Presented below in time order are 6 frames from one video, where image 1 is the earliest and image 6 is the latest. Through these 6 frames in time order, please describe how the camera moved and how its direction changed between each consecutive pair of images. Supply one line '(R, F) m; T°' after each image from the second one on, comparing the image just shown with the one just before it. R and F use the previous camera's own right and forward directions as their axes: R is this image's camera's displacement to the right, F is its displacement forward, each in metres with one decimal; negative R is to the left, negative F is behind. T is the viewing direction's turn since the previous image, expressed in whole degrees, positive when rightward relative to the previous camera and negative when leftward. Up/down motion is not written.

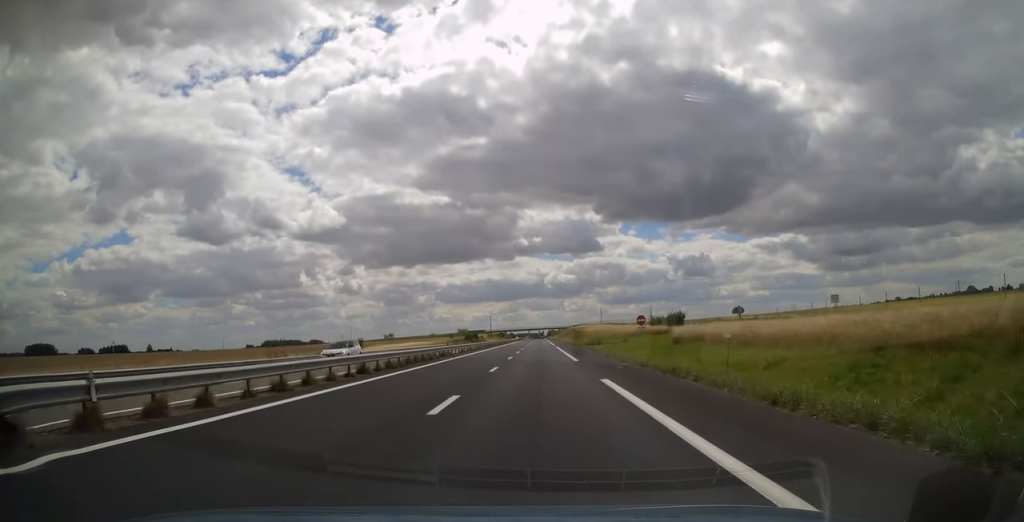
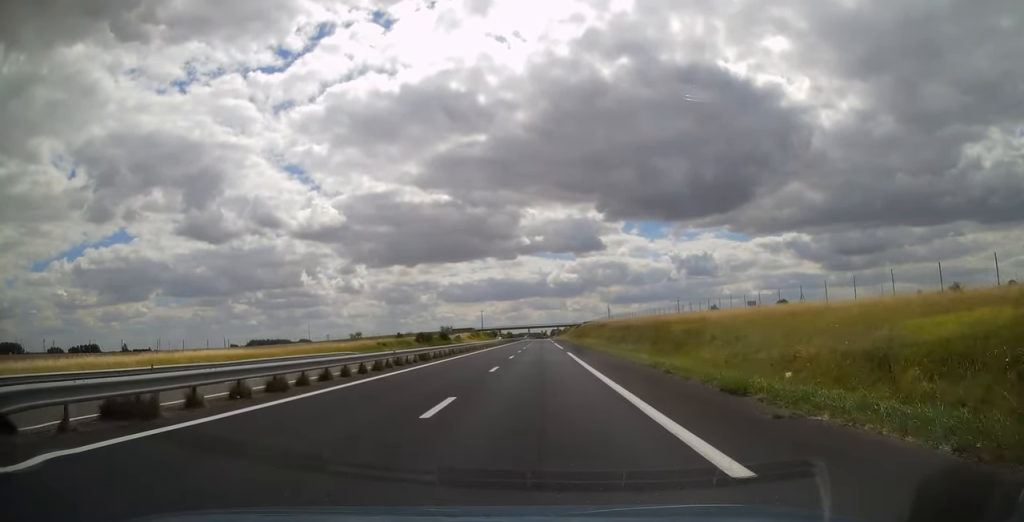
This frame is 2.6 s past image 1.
(-0.1, +76.1) m; 0°
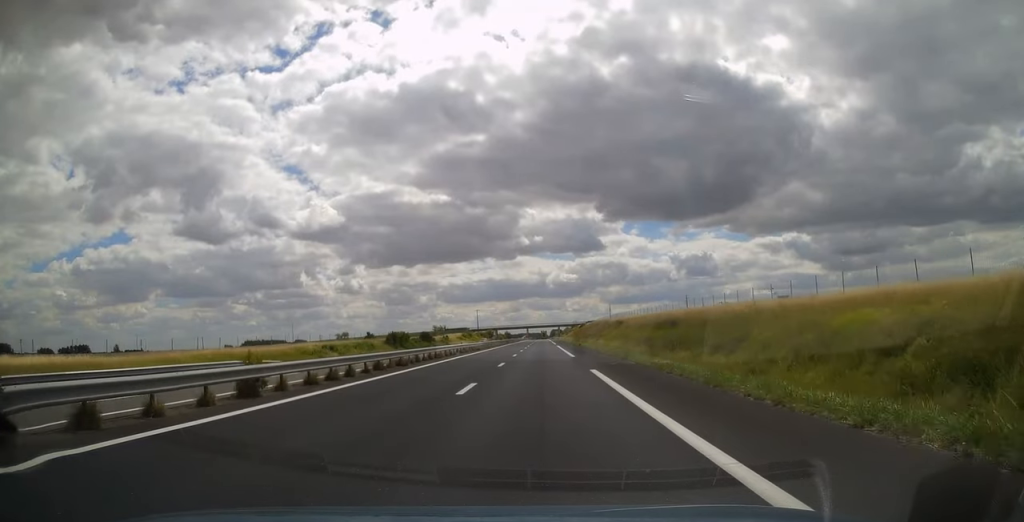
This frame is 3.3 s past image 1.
(0.0, +21.5) m; 0°
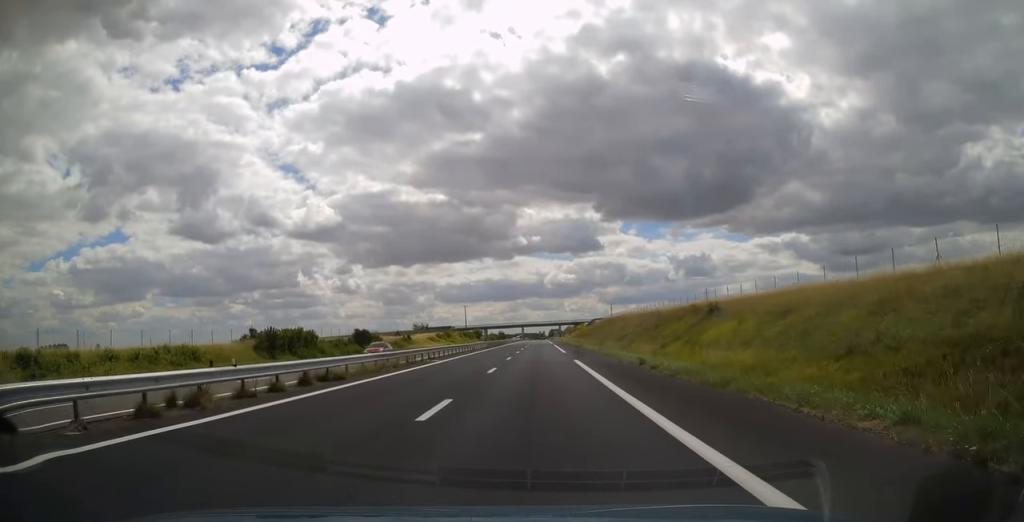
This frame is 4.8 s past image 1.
(0.0, +42.0) m; 0°
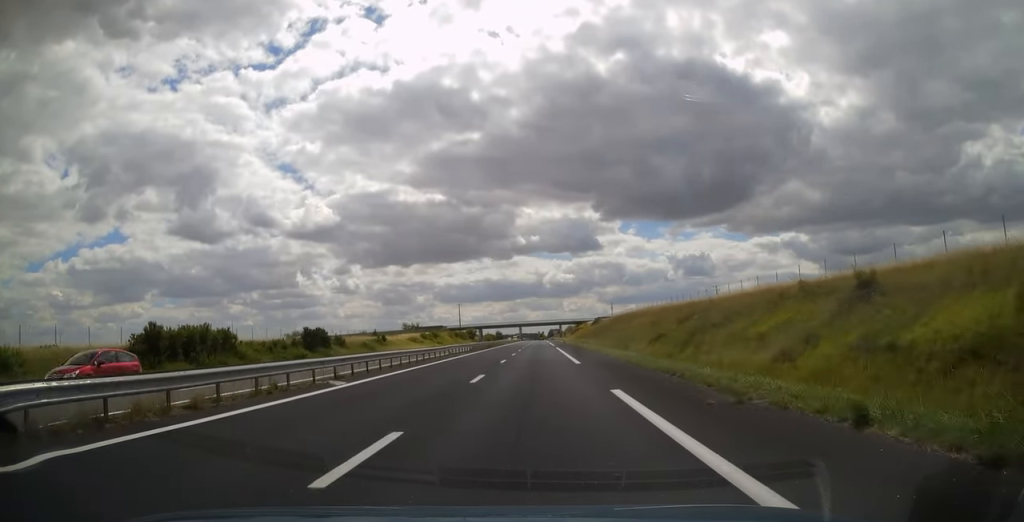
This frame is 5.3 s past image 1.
(0.0, +17.1) m; 0°
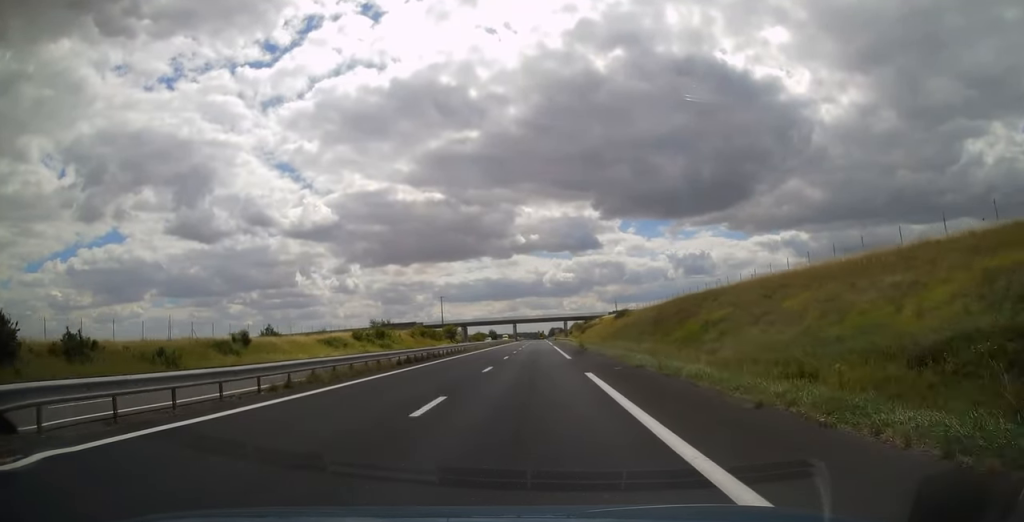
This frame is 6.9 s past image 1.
(-0.1, +45.4) m; 0°
